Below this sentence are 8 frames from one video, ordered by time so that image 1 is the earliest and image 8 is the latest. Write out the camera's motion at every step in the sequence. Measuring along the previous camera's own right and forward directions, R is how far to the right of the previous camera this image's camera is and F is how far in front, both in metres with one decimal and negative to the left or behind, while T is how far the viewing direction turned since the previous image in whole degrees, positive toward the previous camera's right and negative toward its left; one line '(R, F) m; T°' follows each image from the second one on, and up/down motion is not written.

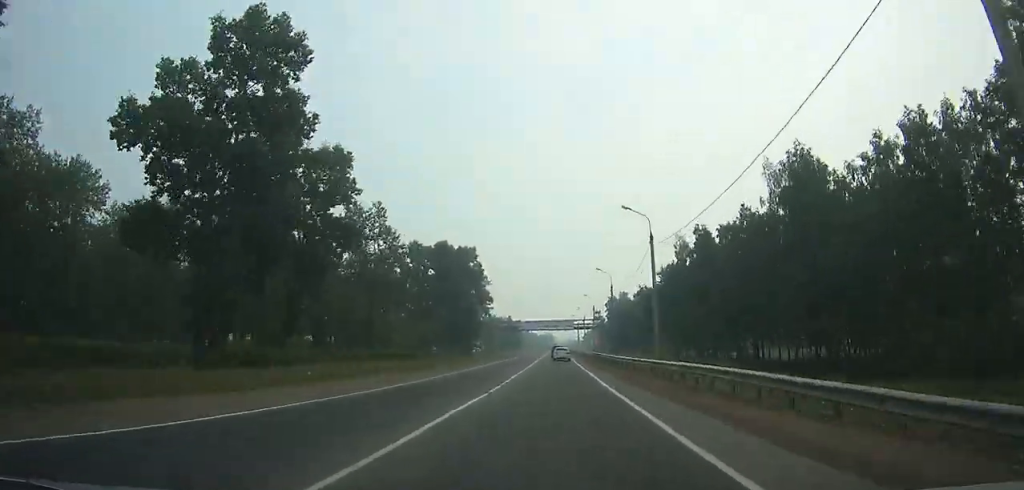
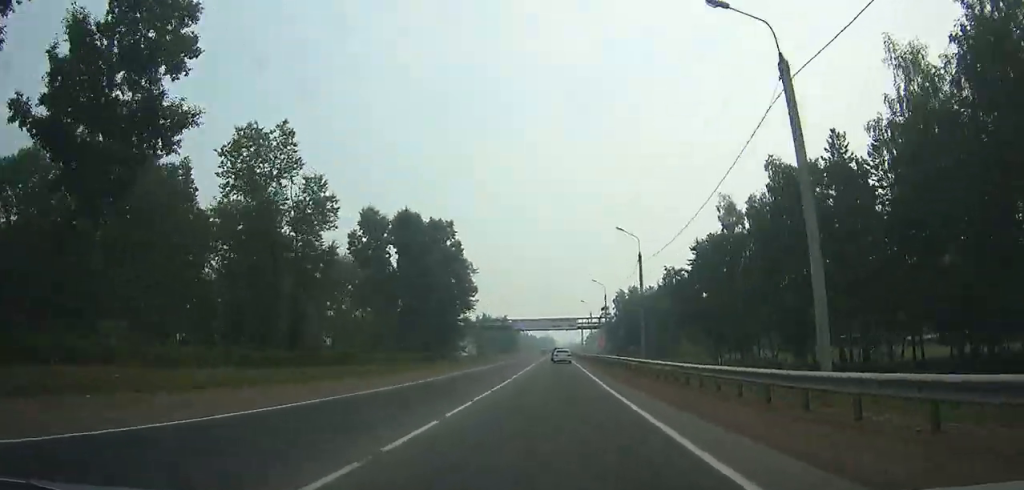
(0.0, +20.6) m; 0°
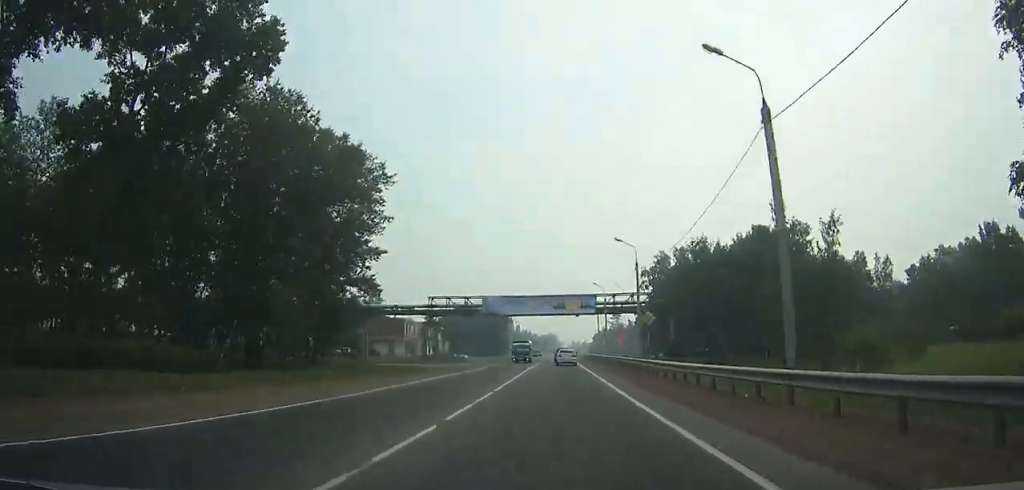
(0.0, +54.8) m; 0°
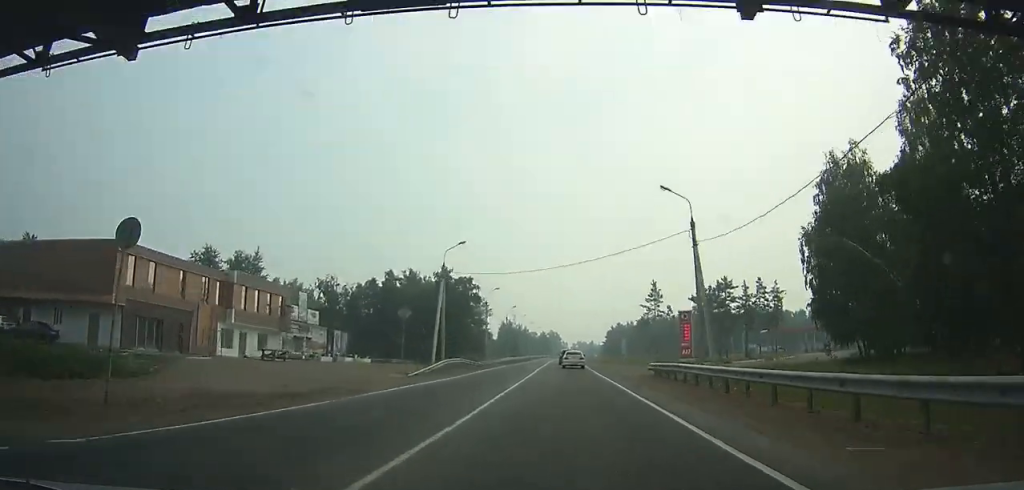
(-0.4, +78.7) m; 0°
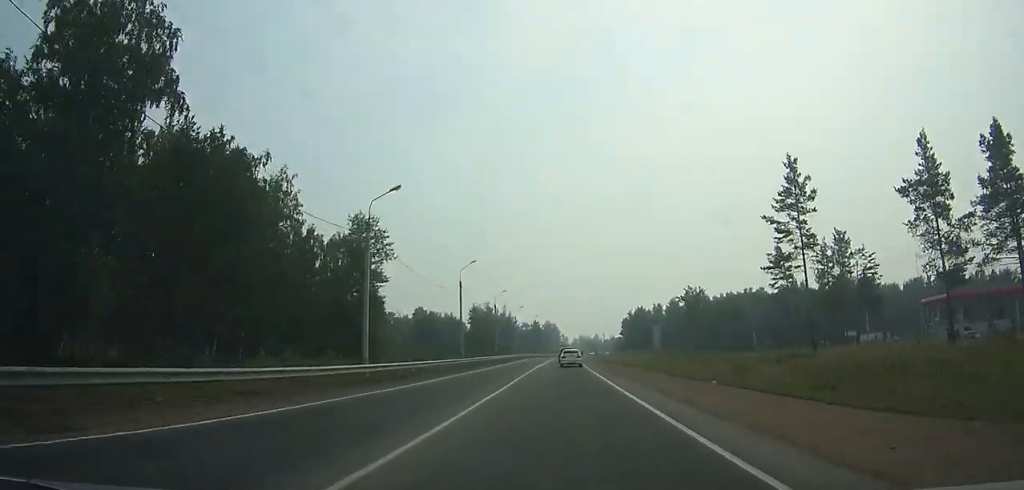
(+0.2, +80.5) m; +1°
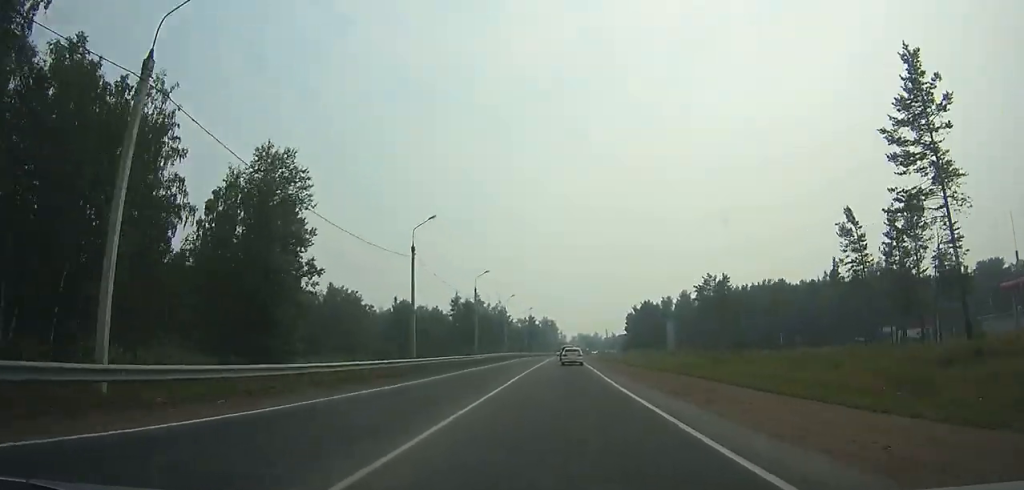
(+0.1, +19.5) m; +3°
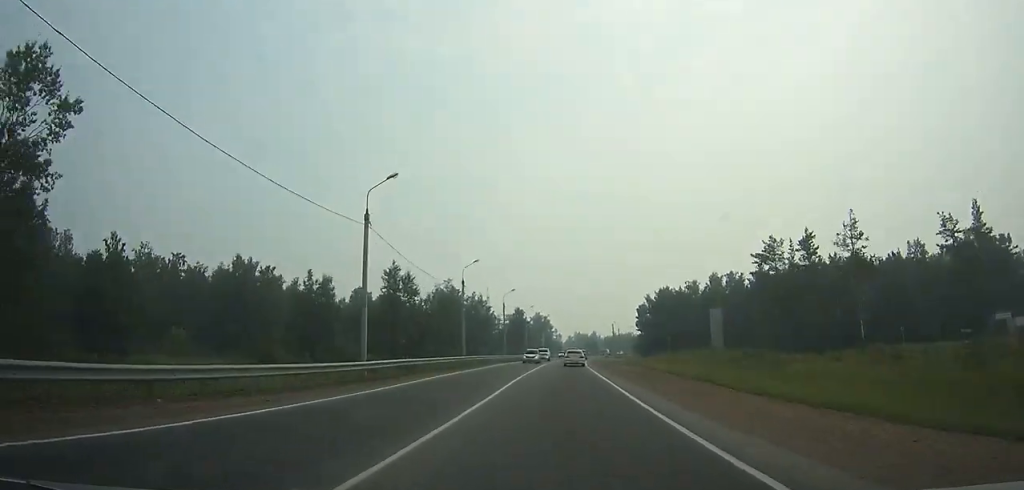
(-0.5, +37.2) m; +7°
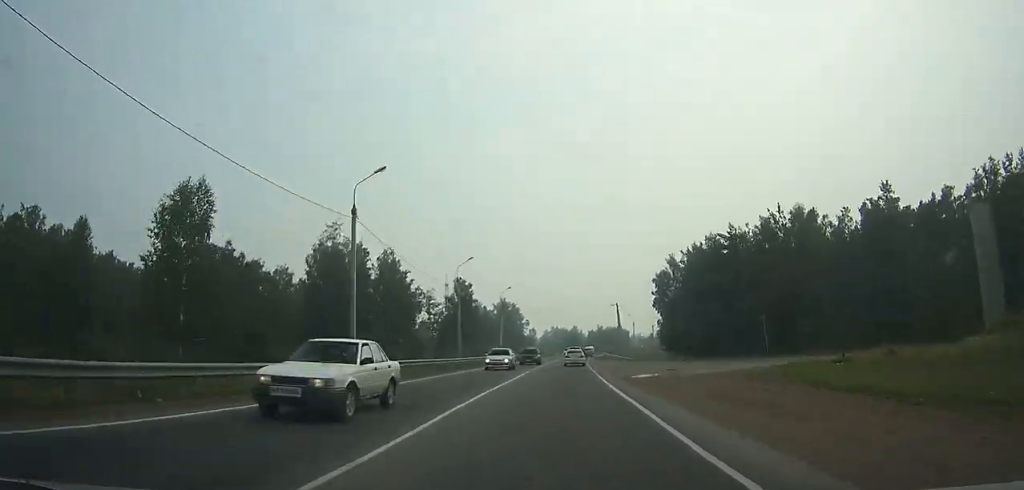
(+8.2, +55.5) m; +8°
